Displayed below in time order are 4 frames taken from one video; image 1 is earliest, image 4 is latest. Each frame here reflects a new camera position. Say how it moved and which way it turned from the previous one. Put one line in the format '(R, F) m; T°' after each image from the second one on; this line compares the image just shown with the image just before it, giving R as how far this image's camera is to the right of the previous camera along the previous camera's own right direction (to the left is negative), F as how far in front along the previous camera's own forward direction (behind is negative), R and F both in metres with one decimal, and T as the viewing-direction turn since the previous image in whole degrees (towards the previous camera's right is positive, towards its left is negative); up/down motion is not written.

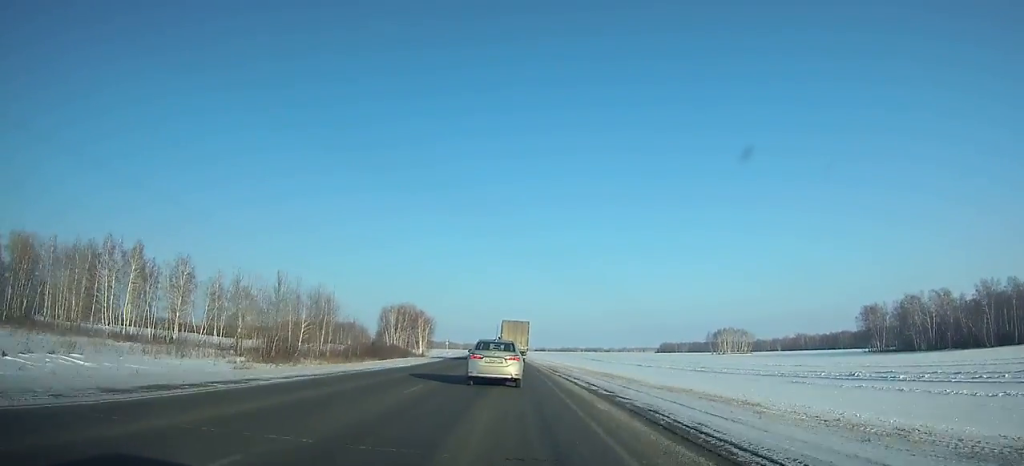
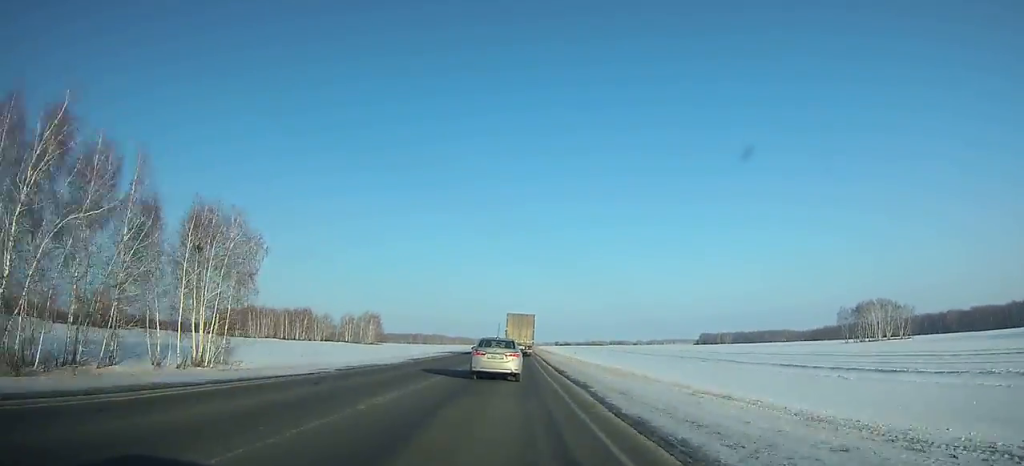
(-2.4, +125.6) m; -1°
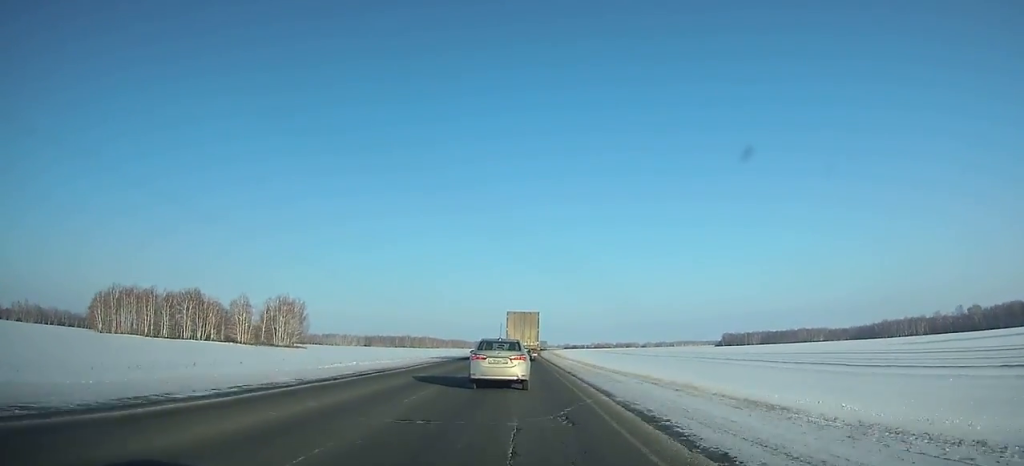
(+0.2, +103.8) m; 0°
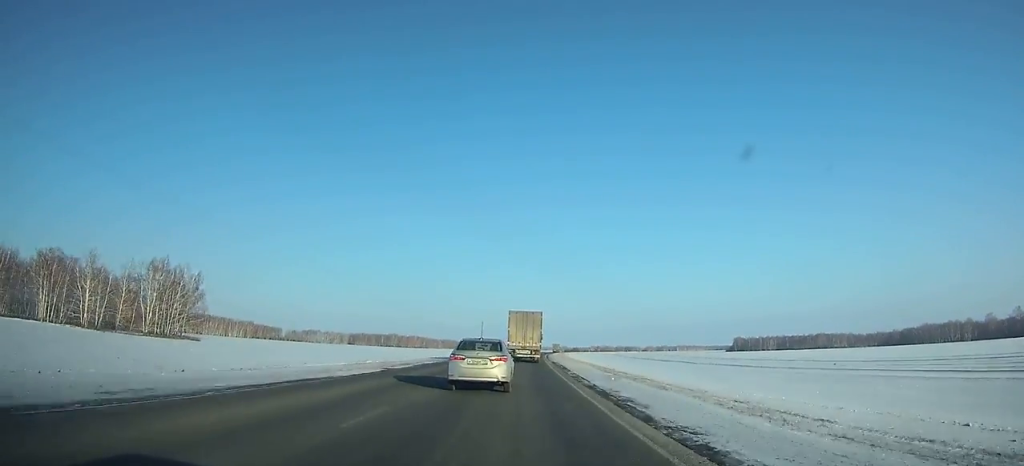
(+0.3, +63.4) m; +1°
